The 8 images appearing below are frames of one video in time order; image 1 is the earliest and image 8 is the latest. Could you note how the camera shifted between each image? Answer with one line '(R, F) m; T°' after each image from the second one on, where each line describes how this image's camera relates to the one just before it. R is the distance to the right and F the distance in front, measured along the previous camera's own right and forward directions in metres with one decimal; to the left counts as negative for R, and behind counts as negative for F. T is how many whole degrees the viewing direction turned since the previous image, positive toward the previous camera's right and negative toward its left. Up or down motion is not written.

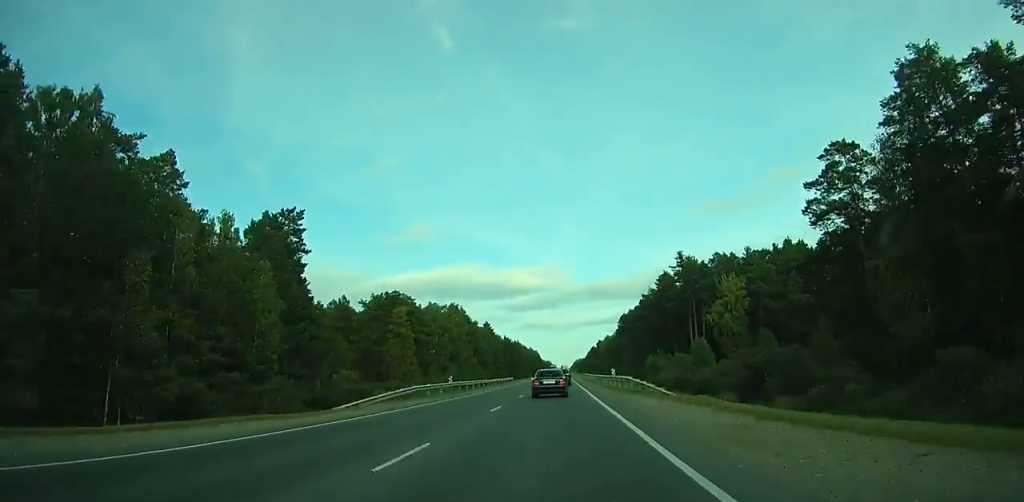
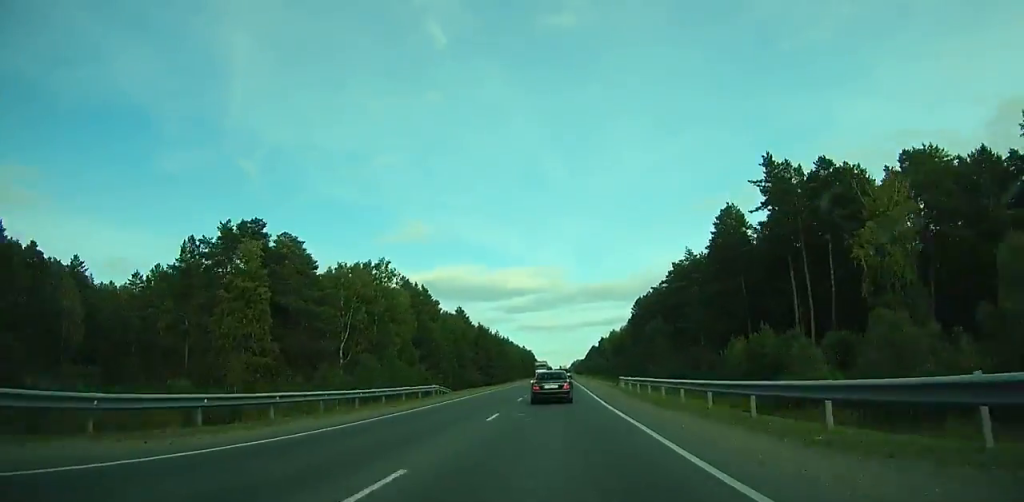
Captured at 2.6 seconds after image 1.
(-0.3, +63.1) m; 0°
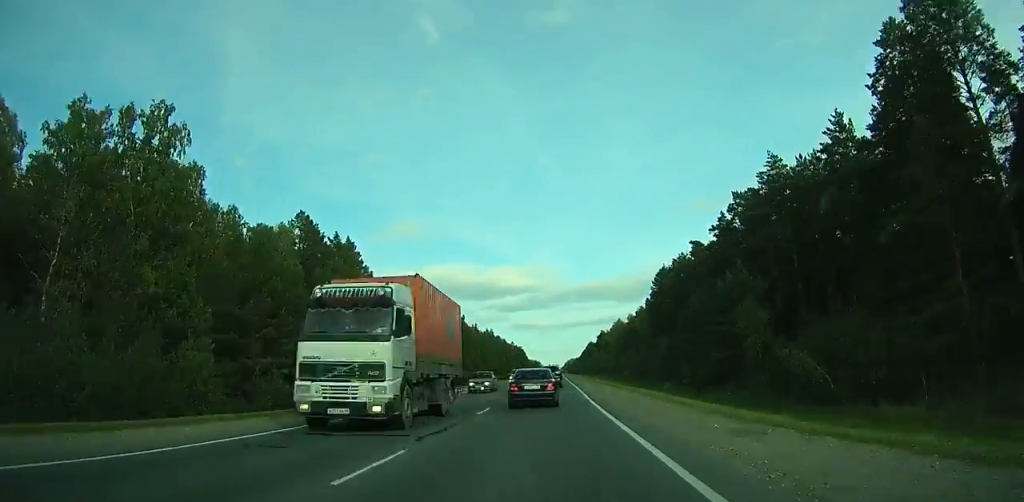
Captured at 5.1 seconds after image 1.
(0.0, +58.3) m; 0°
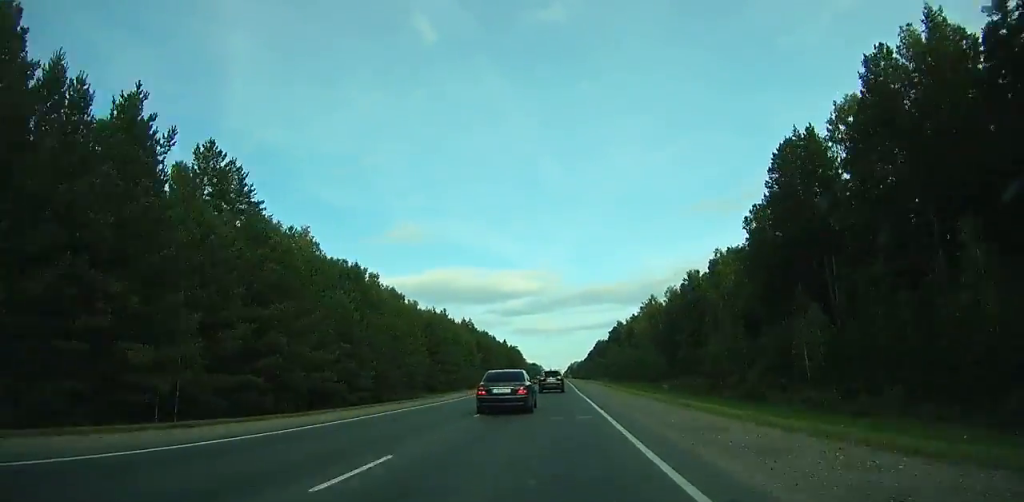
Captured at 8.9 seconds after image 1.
(+0.4, +85.4) m; 0°
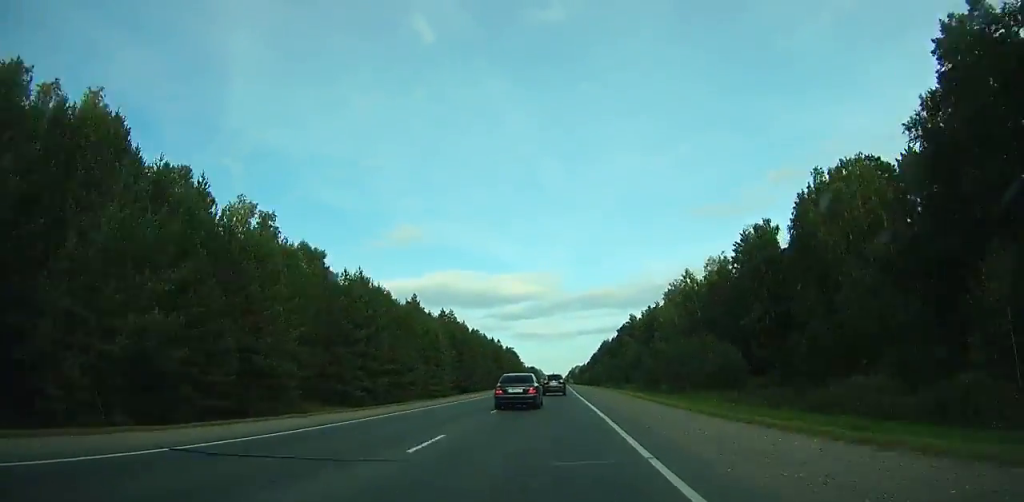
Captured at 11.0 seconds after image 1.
(+0.1, +46.7) m; 0°
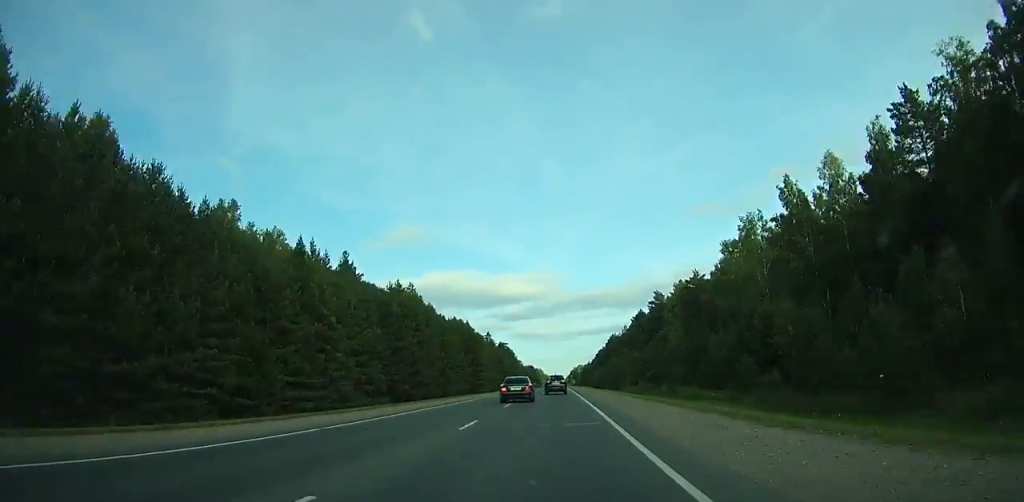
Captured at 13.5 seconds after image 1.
(0.0, +56.0) m; -1°
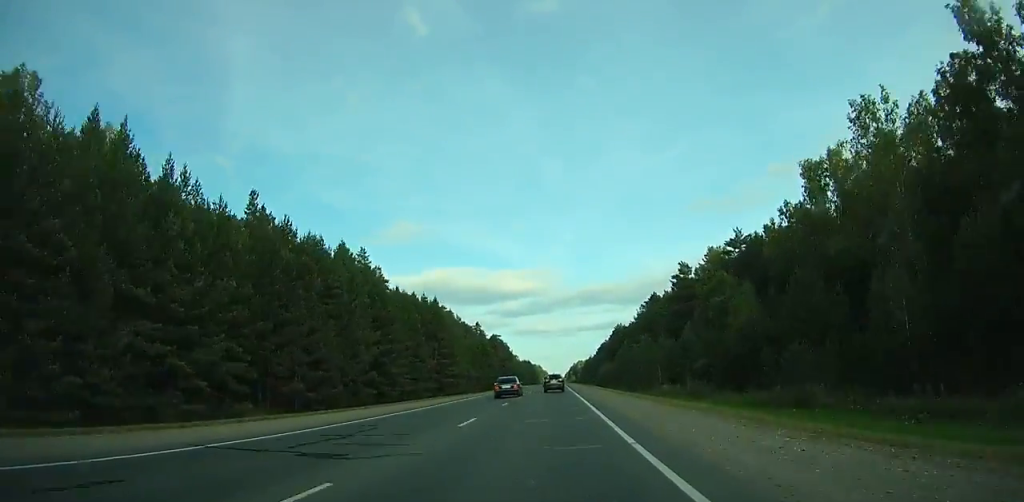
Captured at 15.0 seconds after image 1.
(-0.5, +34.4) m; 0°
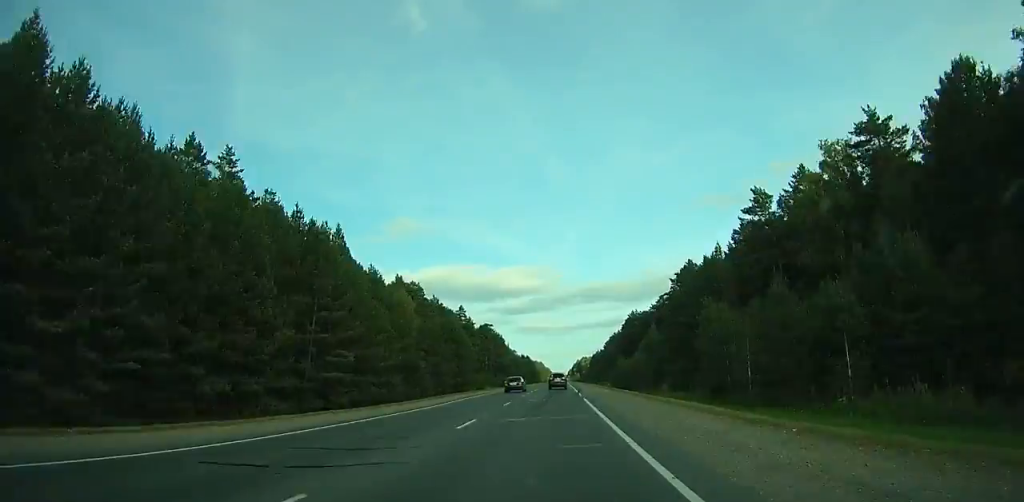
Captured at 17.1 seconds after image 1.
(-0.2, +49.1) m; 0°
